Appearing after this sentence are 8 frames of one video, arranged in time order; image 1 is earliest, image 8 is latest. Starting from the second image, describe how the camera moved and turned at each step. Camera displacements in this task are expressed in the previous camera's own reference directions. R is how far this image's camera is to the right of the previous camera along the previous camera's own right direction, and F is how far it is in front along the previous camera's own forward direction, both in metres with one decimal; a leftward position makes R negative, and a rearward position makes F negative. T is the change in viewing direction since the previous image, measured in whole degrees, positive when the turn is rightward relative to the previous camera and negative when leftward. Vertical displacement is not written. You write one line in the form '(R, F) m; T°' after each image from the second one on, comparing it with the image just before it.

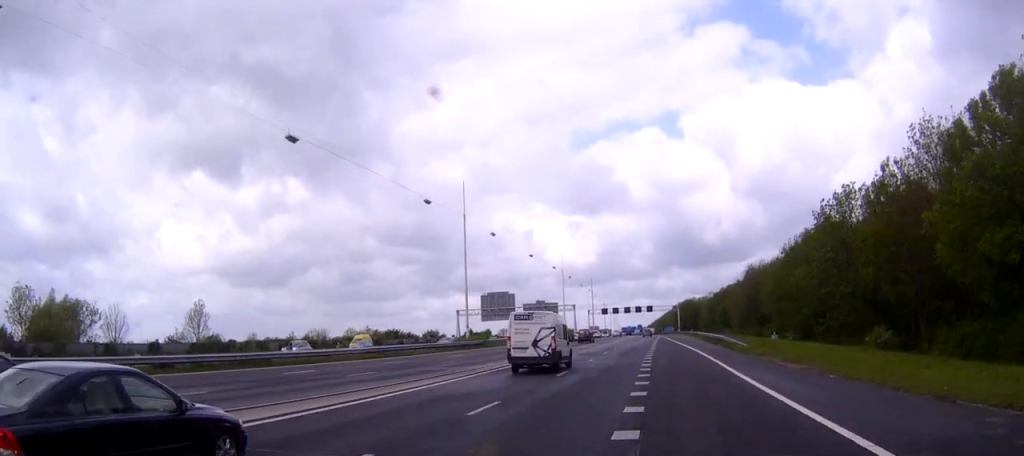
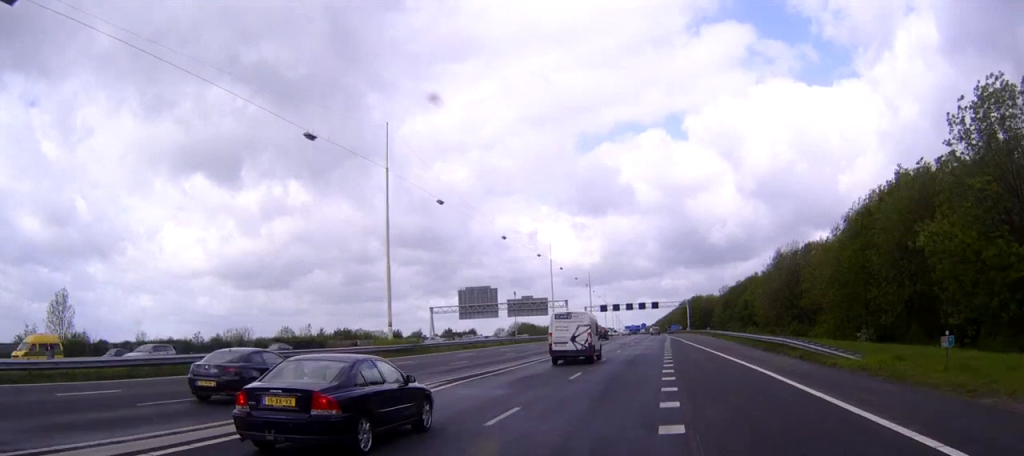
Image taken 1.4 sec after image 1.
(0.0, +27.7) m; 0°
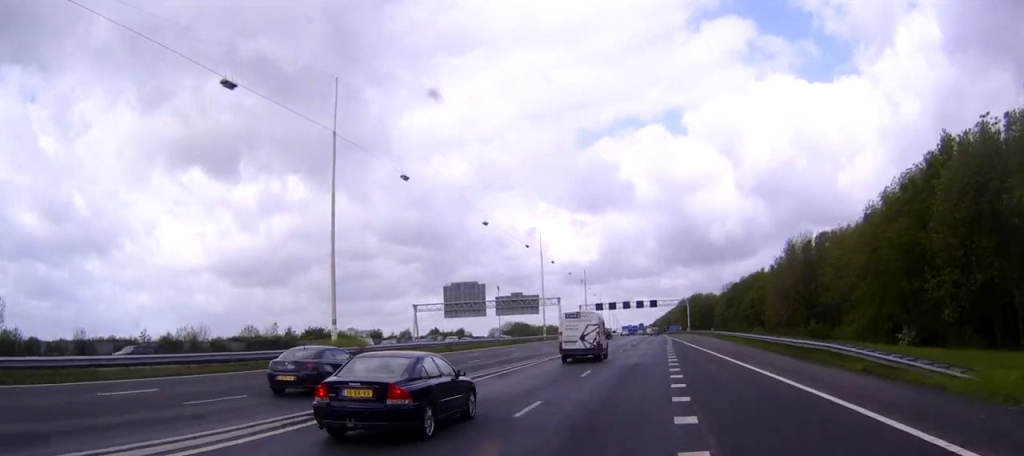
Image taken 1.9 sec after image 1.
(0.0, +10.5) m; 0°
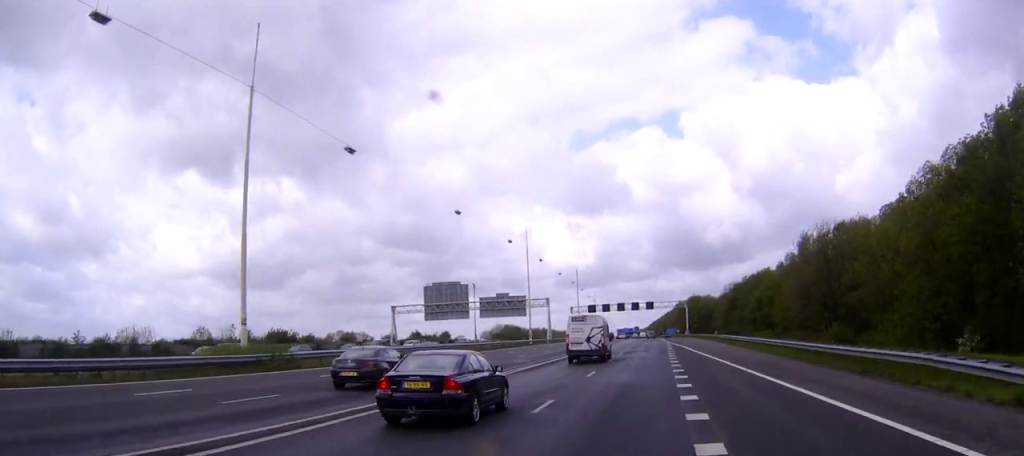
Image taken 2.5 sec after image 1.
(0.0, +11.2) m; 0°
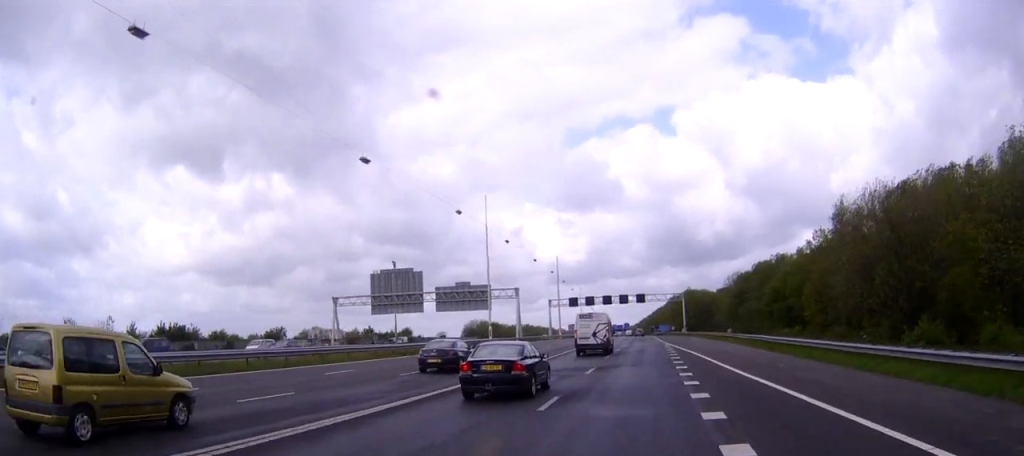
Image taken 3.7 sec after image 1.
(+0.1, +24.4) m; +1°
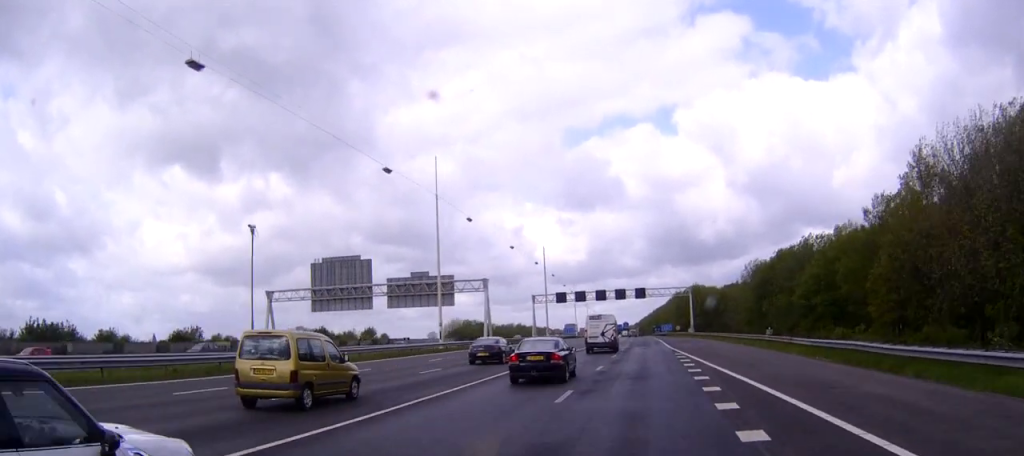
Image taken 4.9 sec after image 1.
(+0.2, +23.0) m; 0°
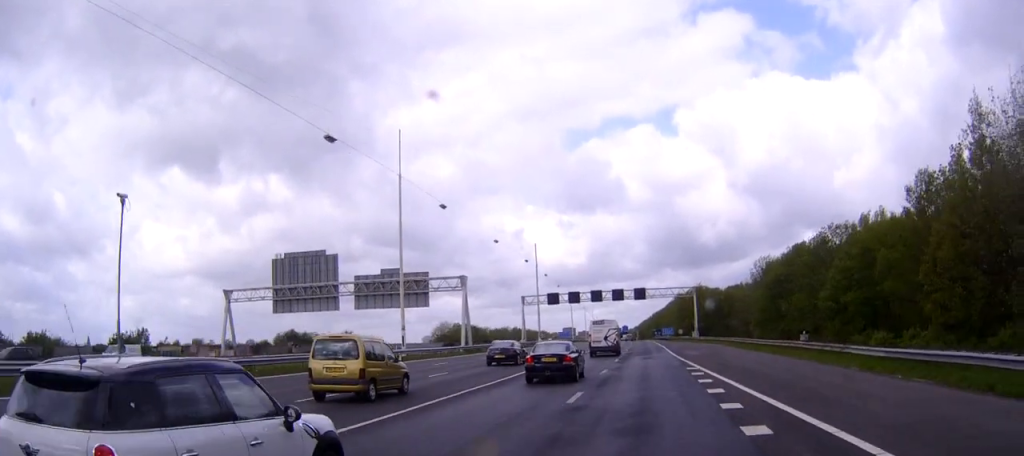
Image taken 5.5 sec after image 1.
(-0.1, +11.2) m; 0°
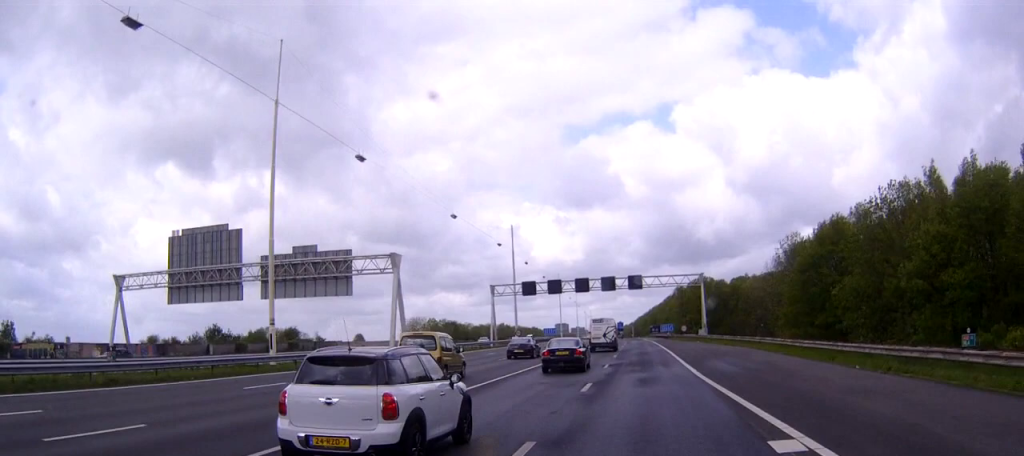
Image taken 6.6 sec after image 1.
(+0.1, +21.6) m; +1°
